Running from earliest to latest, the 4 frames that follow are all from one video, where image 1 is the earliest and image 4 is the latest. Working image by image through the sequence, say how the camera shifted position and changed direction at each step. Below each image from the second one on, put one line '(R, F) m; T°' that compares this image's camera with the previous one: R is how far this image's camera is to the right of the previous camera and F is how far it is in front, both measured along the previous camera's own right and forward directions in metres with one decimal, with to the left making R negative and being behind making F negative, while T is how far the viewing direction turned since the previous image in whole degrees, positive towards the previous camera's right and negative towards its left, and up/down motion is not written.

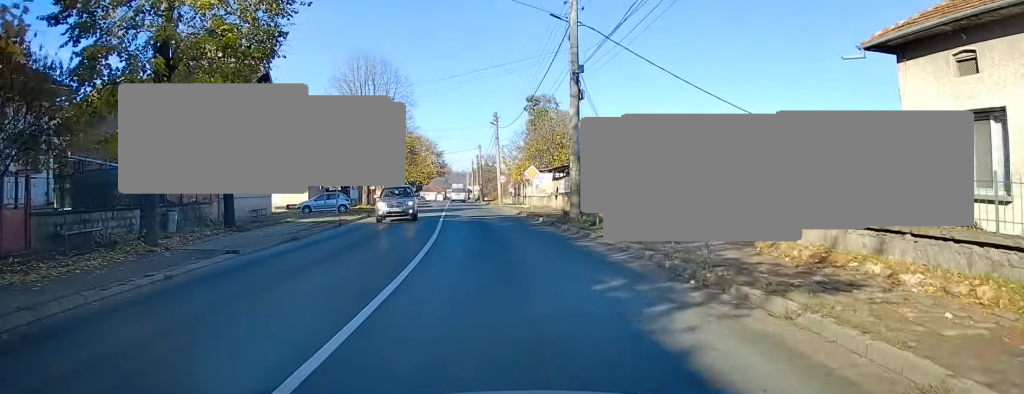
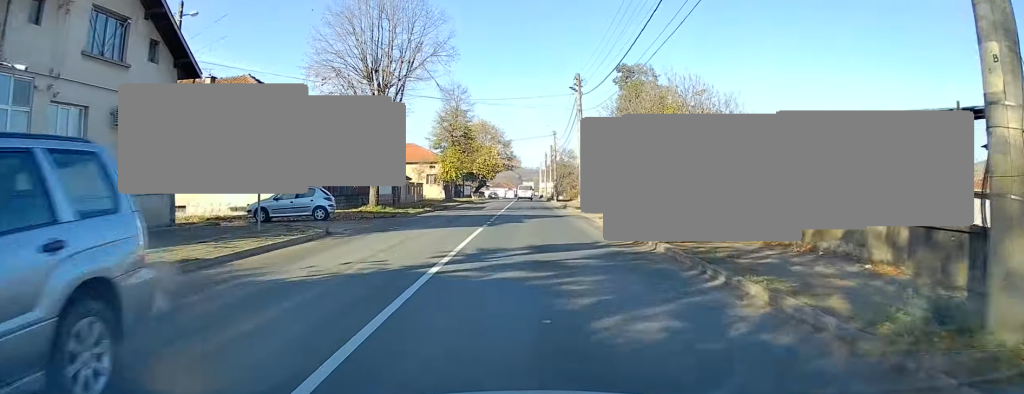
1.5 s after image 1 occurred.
(-0.7, +18.5) m; -4°
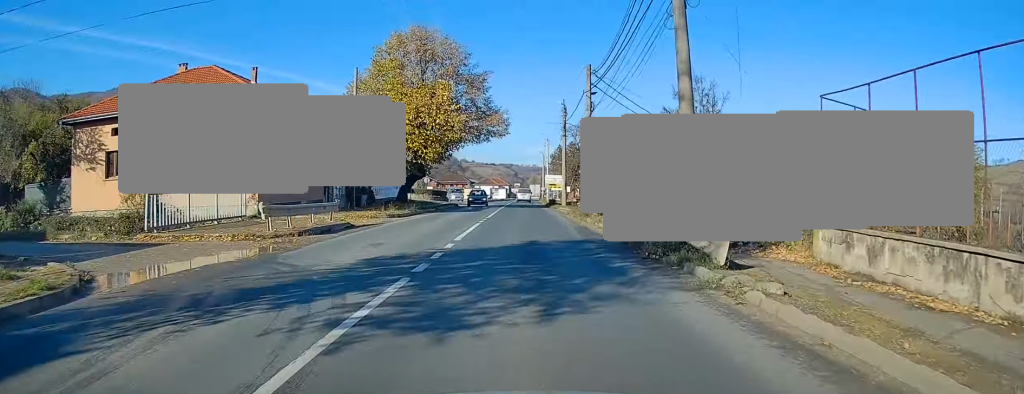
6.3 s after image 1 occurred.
(-3.9, +62.1) m; -4°
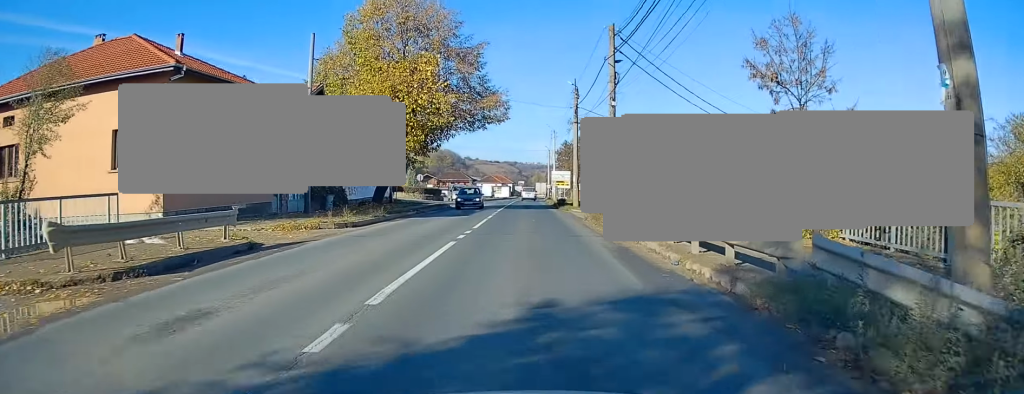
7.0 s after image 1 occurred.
(0.0, +8.5) m; 0°
